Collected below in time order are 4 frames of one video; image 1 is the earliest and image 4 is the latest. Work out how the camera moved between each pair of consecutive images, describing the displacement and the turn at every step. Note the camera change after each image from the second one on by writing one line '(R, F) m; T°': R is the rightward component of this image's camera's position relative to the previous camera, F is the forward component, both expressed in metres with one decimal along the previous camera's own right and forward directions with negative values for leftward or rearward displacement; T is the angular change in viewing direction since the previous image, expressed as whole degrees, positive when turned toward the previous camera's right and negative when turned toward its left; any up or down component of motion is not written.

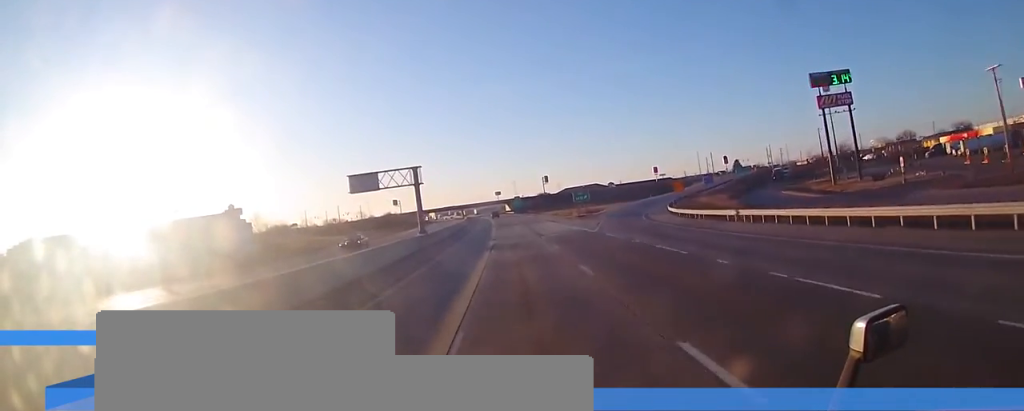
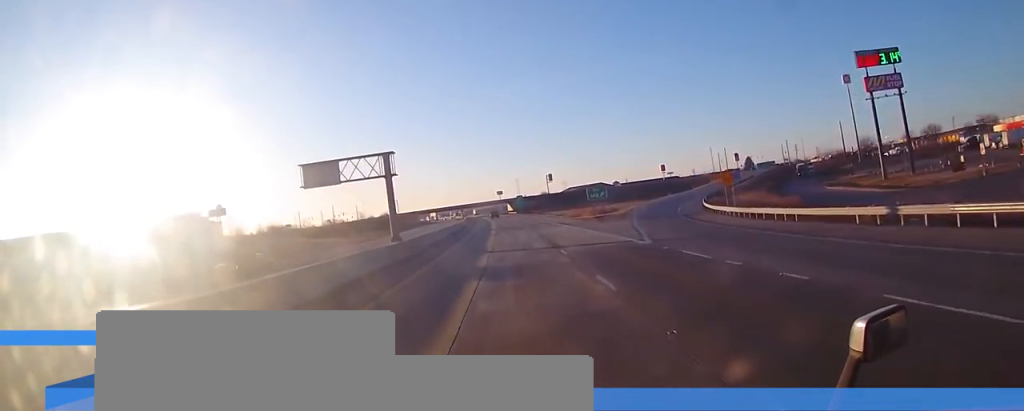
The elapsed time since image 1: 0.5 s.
(-0.2, +15.6) m; 0°
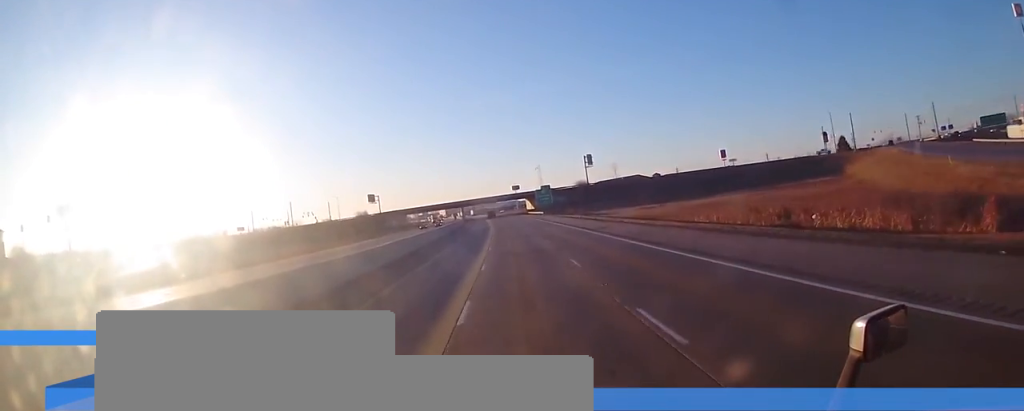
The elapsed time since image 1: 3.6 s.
(-1.5, +89.1) m; -2°
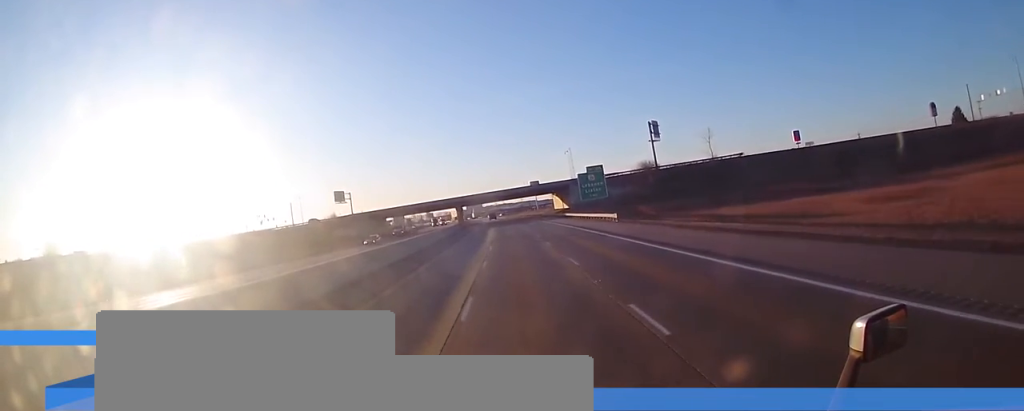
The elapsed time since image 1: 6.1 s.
(-1.3, +71.5) m; -2°
